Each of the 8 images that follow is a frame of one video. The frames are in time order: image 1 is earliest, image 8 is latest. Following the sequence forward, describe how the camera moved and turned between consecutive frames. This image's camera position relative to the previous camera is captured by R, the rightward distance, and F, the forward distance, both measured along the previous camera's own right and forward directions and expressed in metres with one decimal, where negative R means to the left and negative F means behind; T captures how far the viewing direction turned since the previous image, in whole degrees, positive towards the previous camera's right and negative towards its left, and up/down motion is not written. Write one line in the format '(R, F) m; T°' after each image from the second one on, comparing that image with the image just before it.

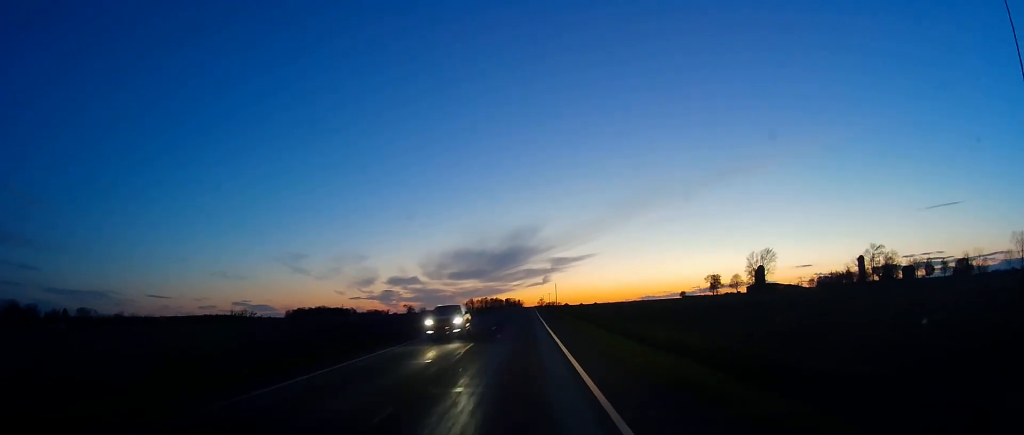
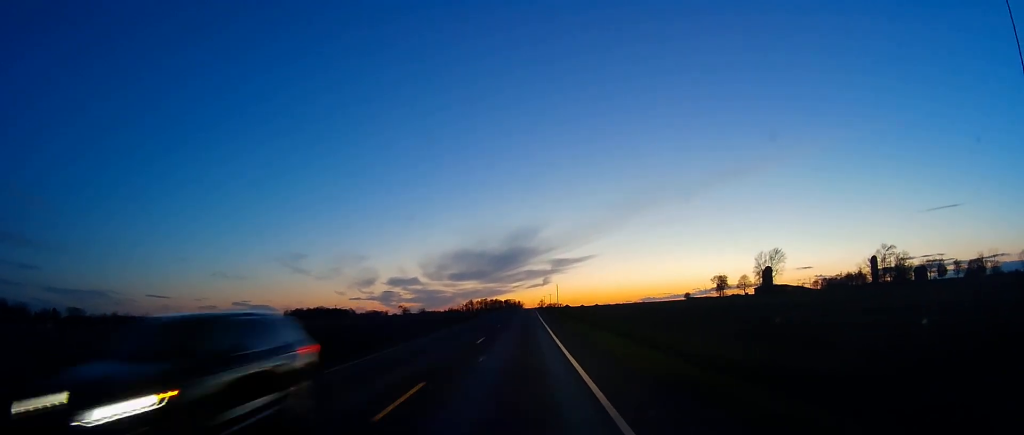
(0.0, +10.9) m; 0°
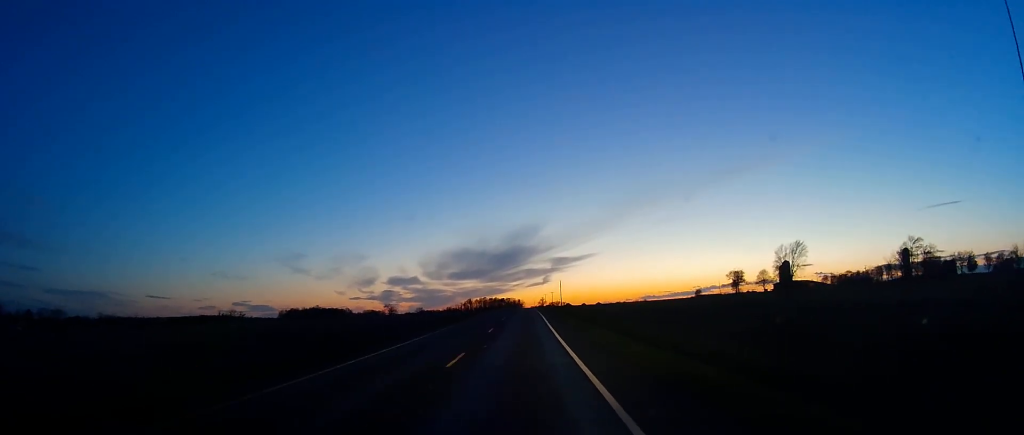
(0.0, +25.2) m; 0°
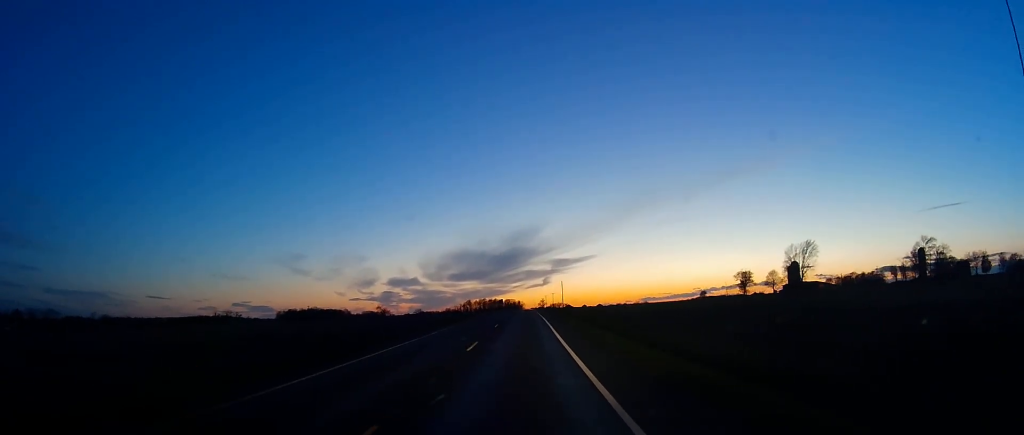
(0.0, +10.9) m; 0°
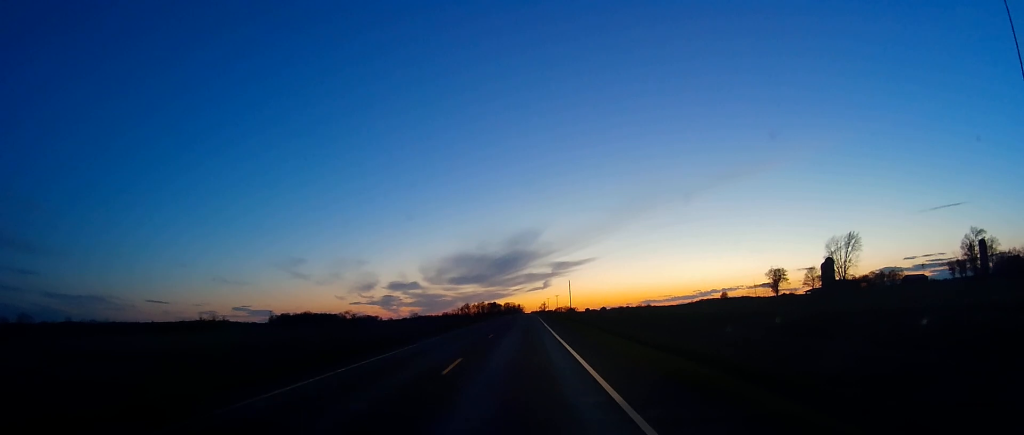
(0.0, +38.5) m; 0°
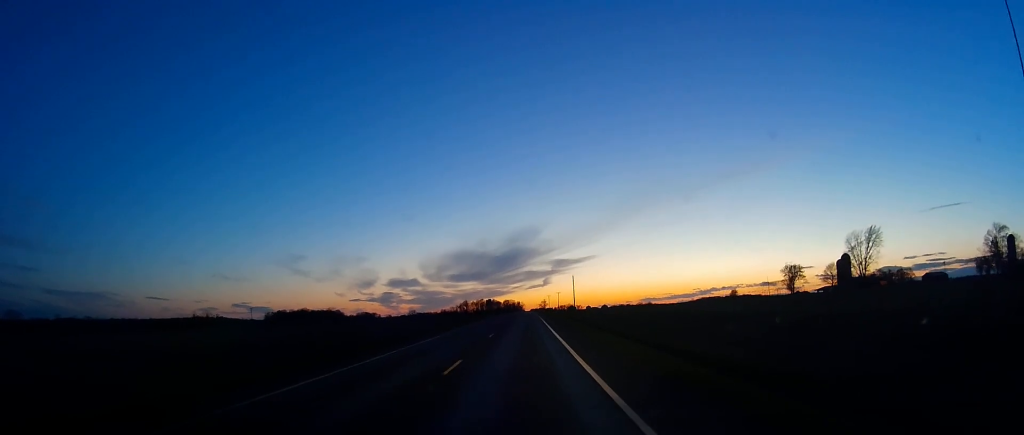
(0.0, +15.9) m; 0°
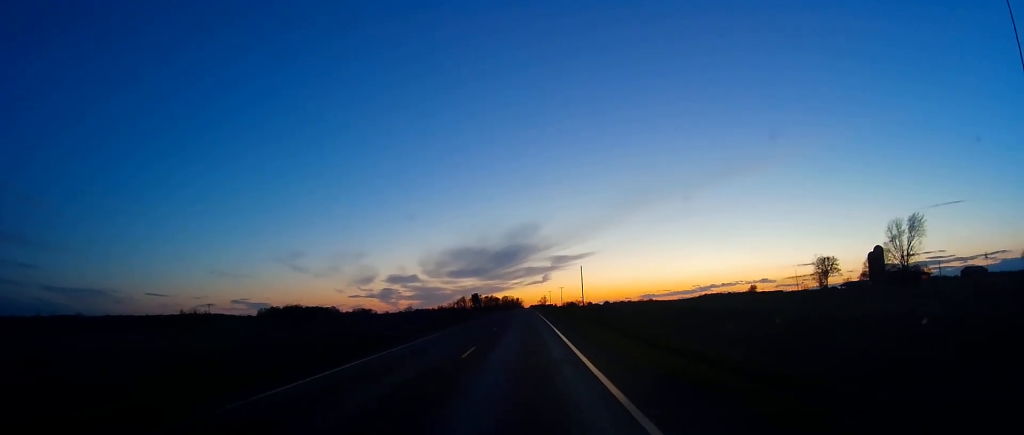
(-0.4, +28.1) m; -2°
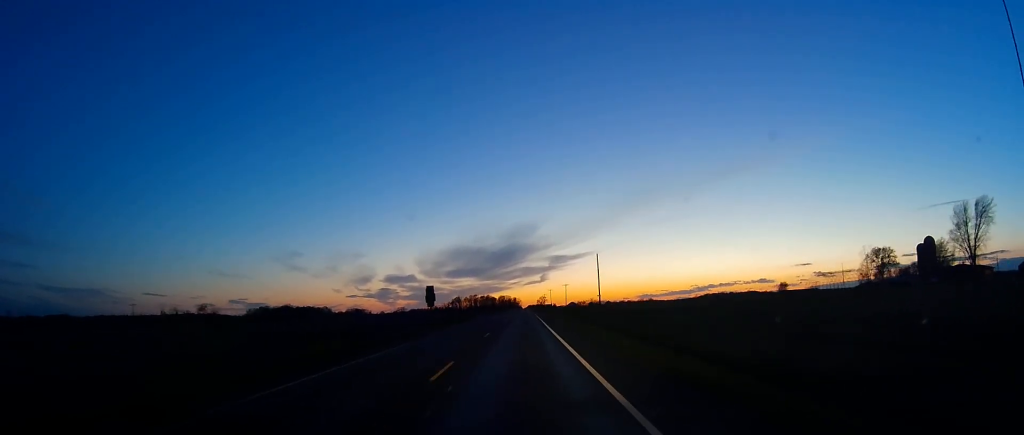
(+0.1, +37.1) m; +2°
